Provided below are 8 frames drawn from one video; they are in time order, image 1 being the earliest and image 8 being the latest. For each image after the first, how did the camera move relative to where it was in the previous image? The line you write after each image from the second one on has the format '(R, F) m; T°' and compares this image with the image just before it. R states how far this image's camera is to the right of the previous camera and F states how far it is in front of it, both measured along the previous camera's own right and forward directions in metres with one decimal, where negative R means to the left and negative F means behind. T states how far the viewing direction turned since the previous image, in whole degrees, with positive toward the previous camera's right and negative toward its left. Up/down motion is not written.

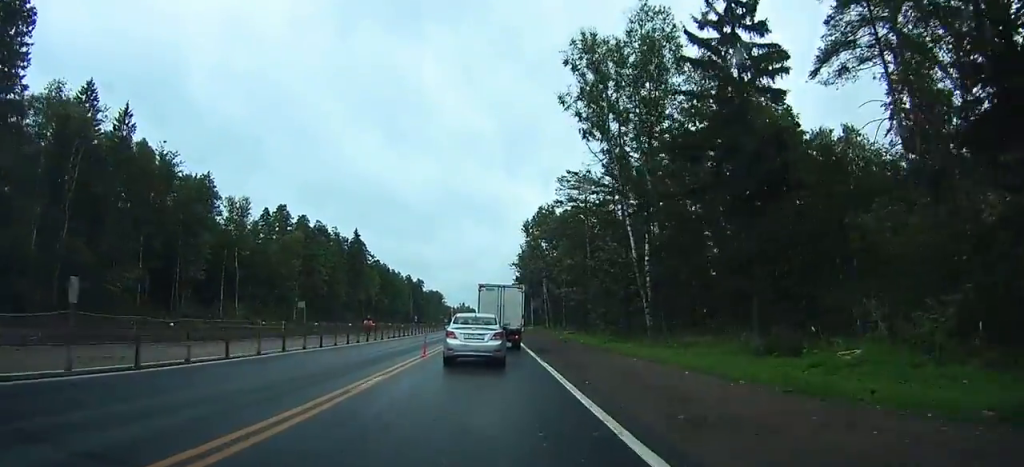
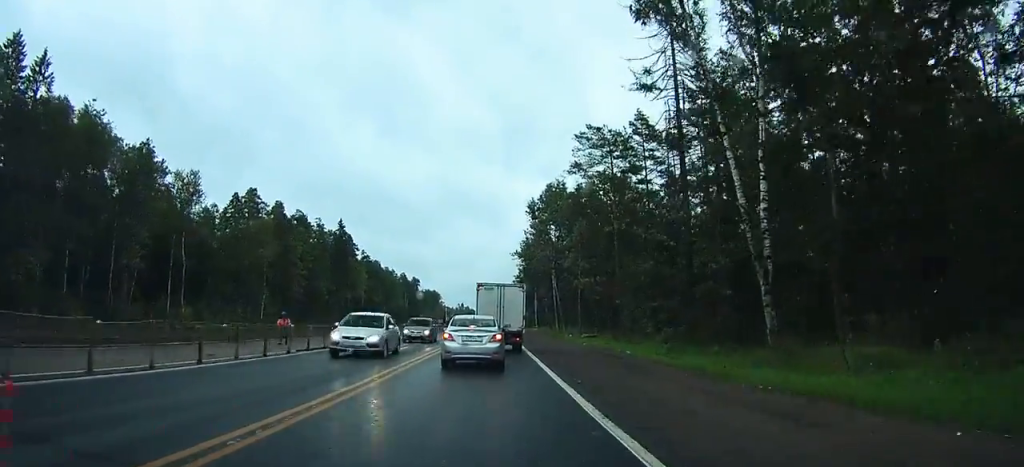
(+0.2, +18.4) m; +1°
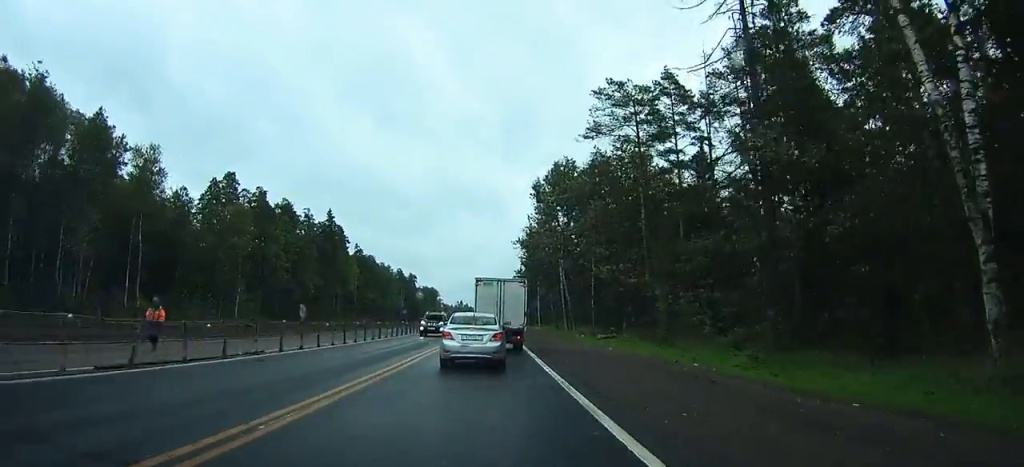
(+0.1, +11.3) m; 0°
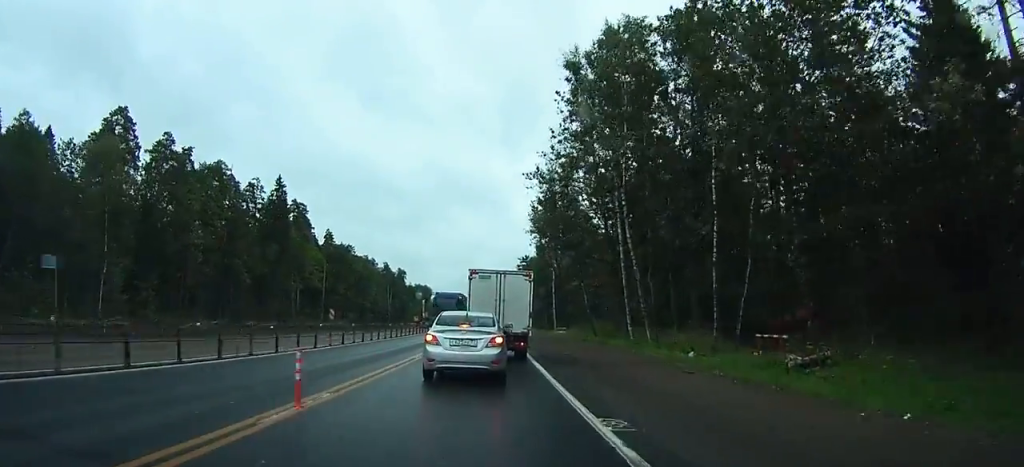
(+0.5, +38.4) m; +3°
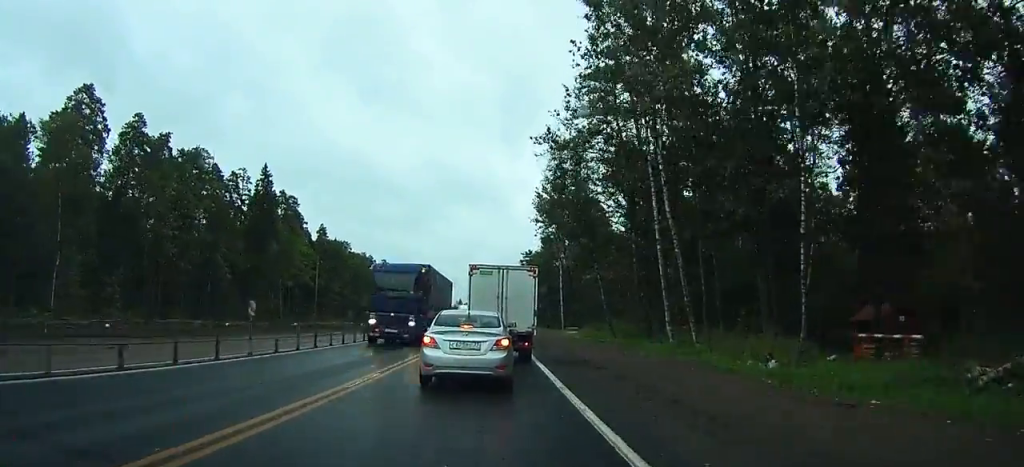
(0.0, +8.2) m; 0°
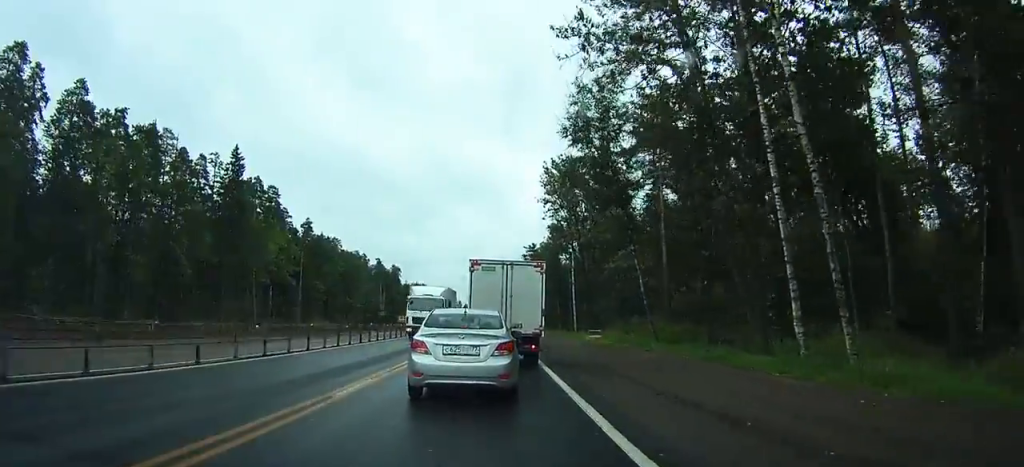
(-0.1, +13.0) m; -1°
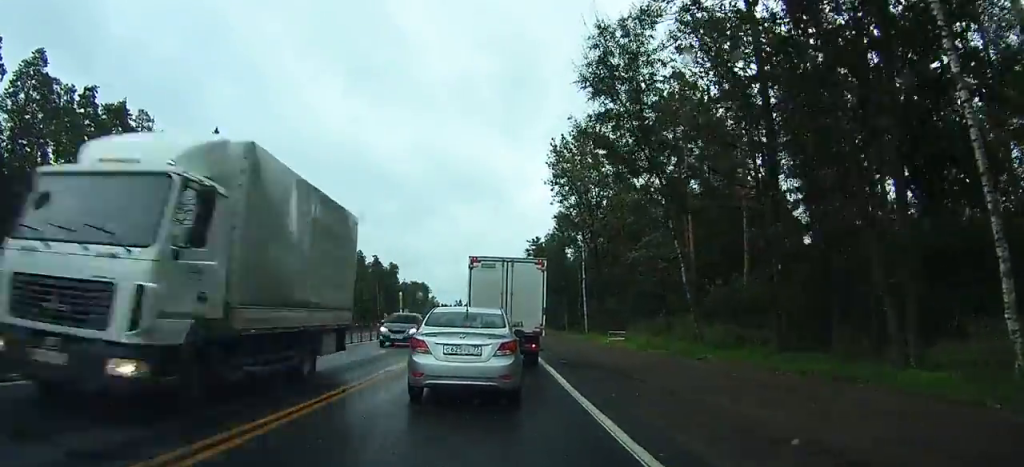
(-0.1, +8.5) m; 0°
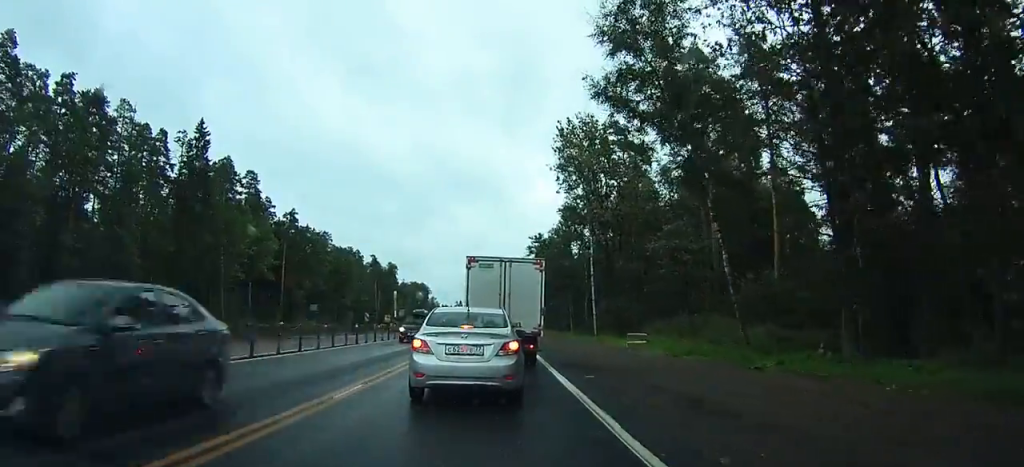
(0.0, +5.4) m; 0°
